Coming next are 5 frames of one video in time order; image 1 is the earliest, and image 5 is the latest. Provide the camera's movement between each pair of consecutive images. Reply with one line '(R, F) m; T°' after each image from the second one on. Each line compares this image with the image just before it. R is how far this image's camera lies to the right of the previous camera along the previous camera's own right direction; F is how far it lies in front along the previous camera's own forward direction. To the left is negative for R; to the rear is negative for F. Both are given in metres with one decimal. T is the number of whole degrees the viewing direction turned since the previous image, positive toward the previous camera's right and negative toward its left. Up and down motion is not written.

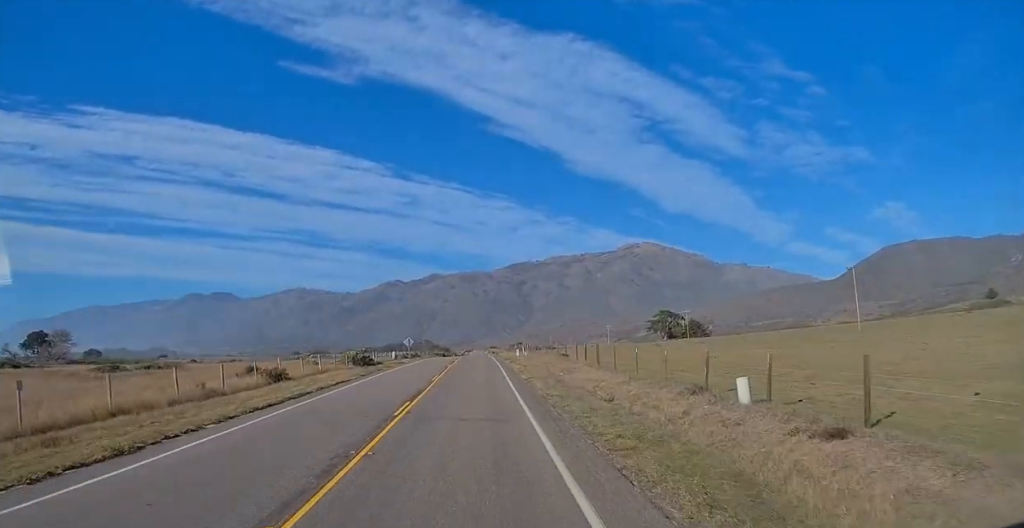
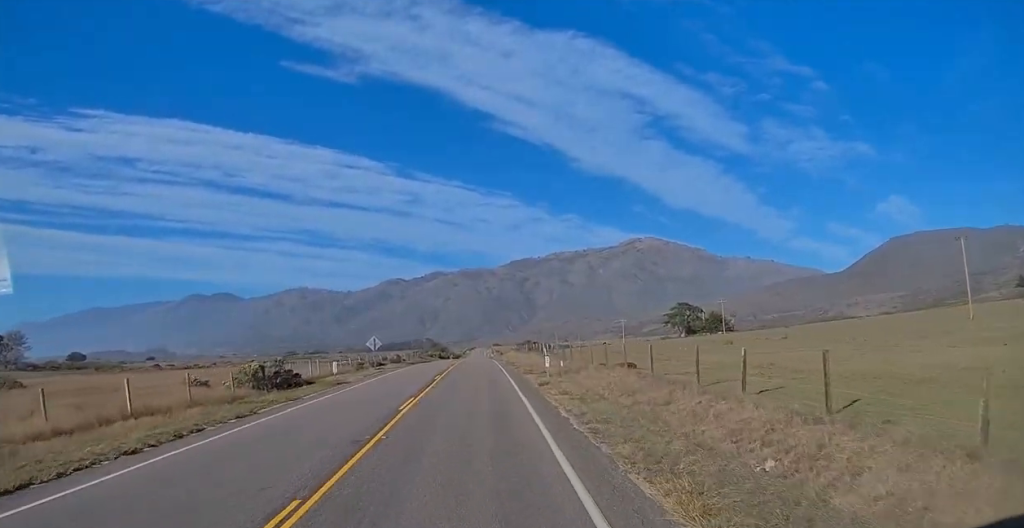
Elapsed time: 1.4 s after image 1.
(-0.2, +27.8) m; -1°
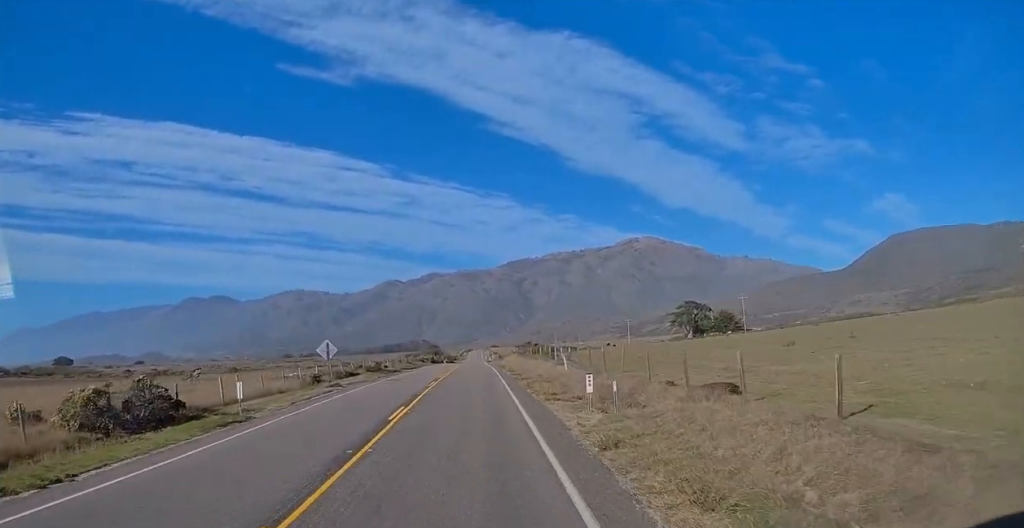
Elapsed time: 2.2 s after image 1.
(-0.1, +15.5) m; 0°
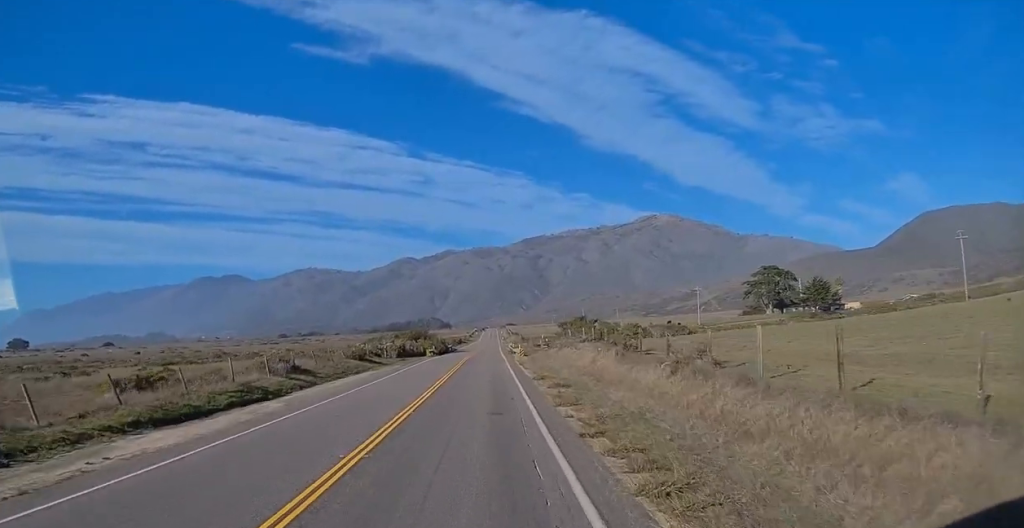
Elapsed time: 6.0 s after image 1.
(+0.2, +73.8) m; -1°
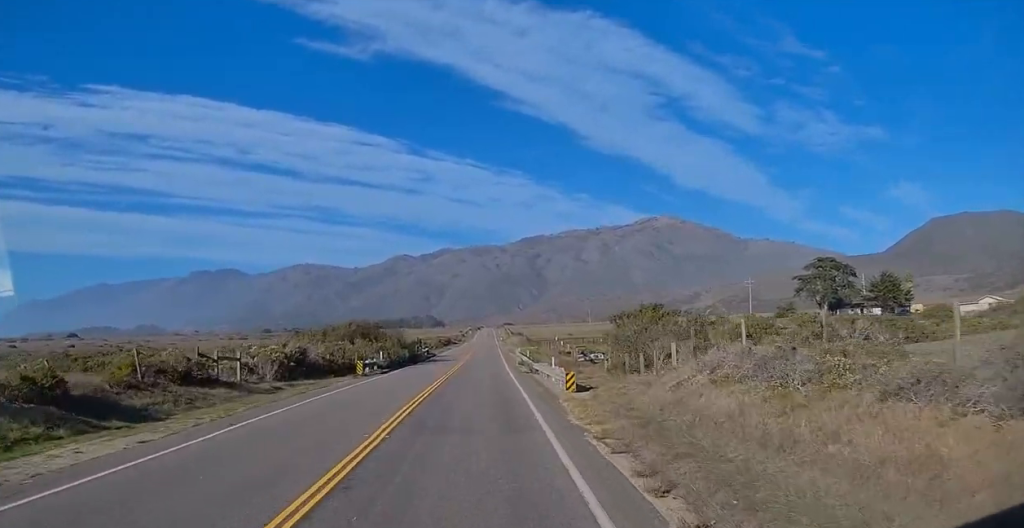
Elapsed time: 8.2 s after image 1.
(+0.2, +43.4) m; 0°
